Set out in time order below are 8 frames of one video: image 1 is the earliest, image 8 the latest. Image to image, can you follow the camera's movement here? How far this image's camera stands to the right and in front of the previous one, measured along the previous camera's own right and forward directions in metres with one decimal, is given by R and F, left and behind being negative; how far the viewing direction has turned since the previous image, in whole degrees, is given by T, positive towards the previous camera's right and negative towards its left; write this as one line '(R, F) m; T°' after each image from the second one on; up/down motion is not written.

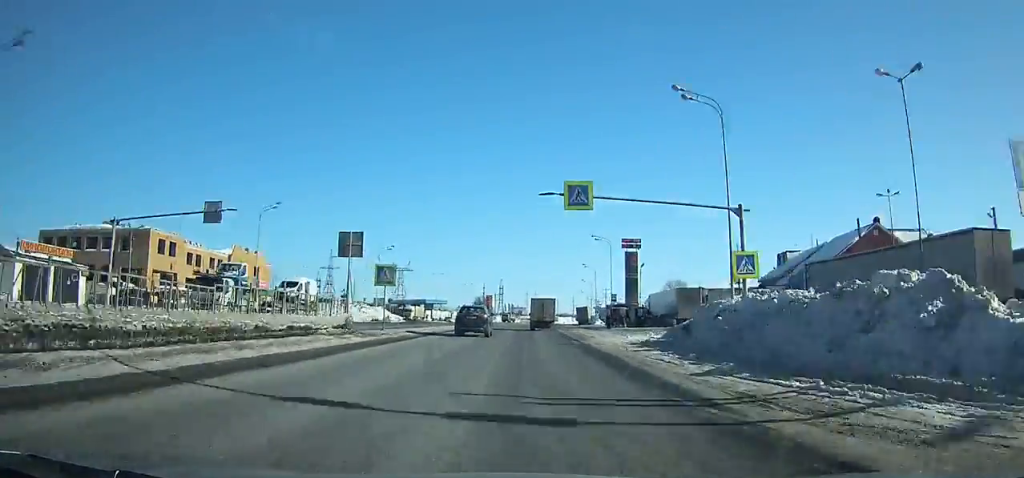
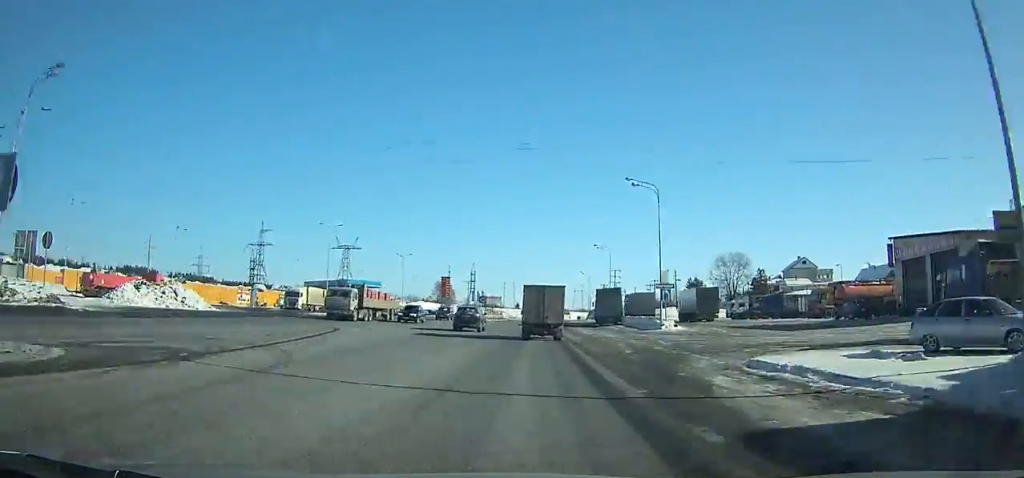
(+1.3, +71.1) m; +2°
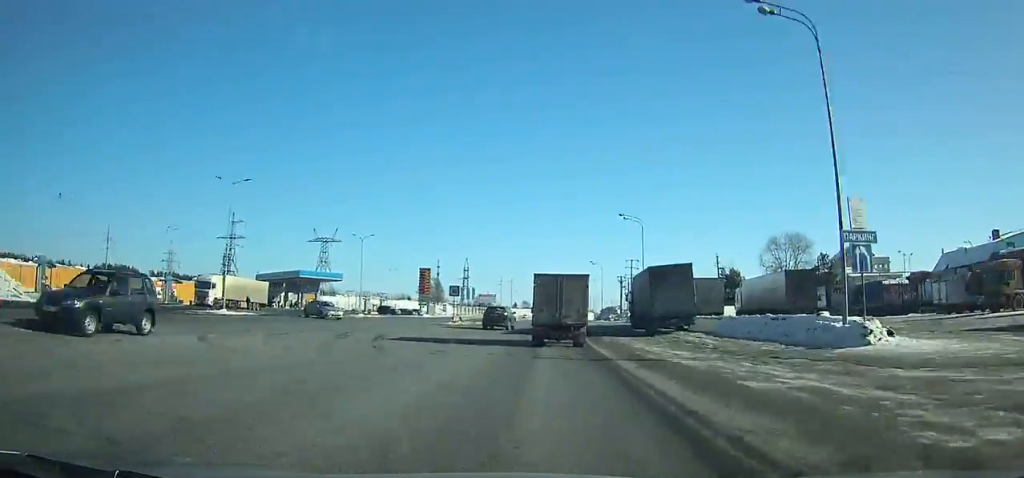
(+0.1, +28.1) m; +1°
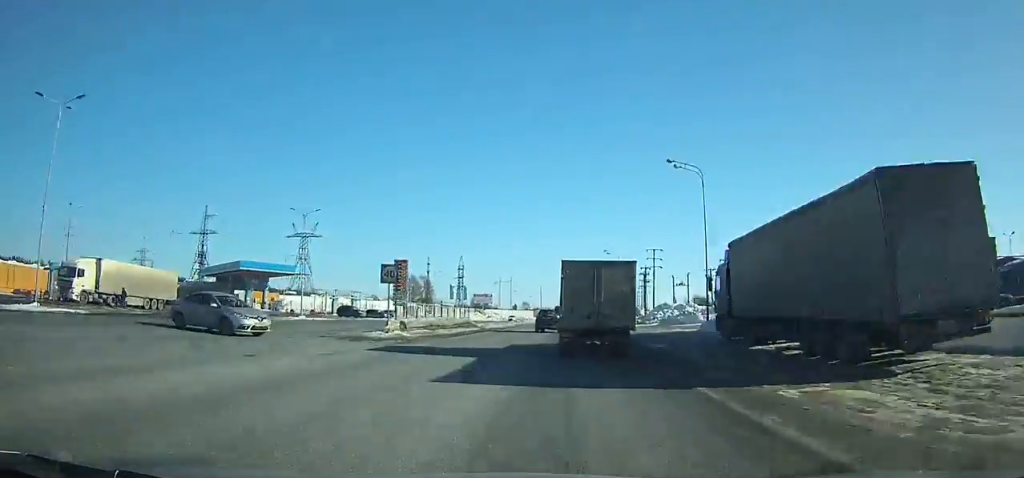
(+0.1, +23.3) m; 0°
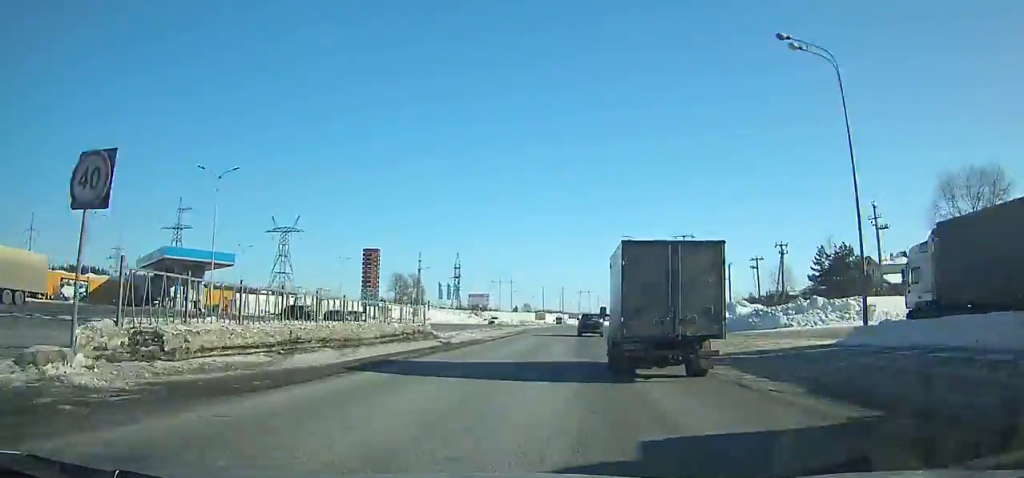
(+0.1, +19.8) m; +1°
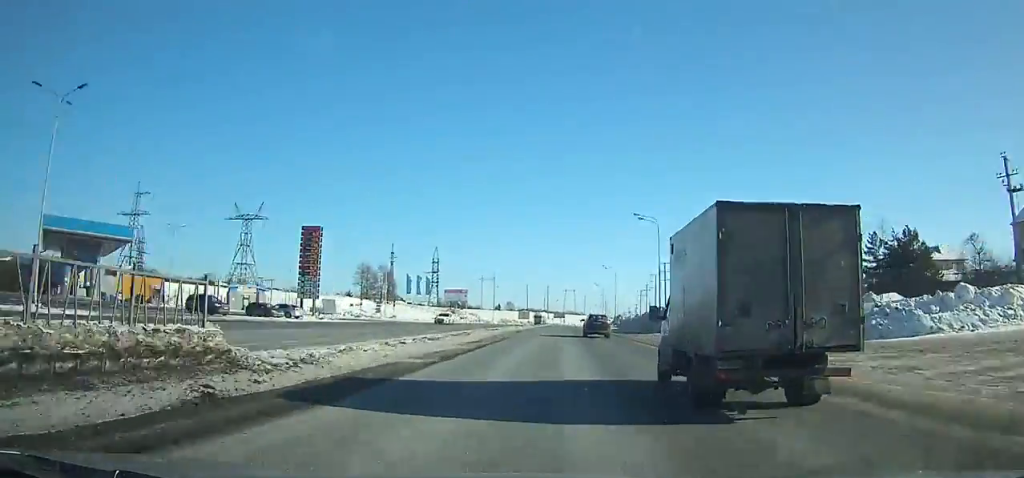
(-0.2, +17.2) m; +1°
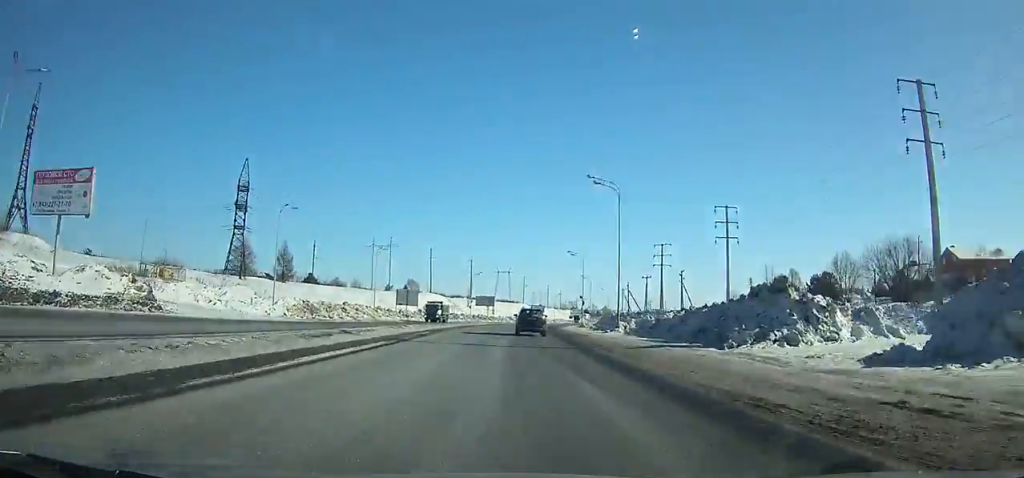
(+7.2, +115.2) m; +6°
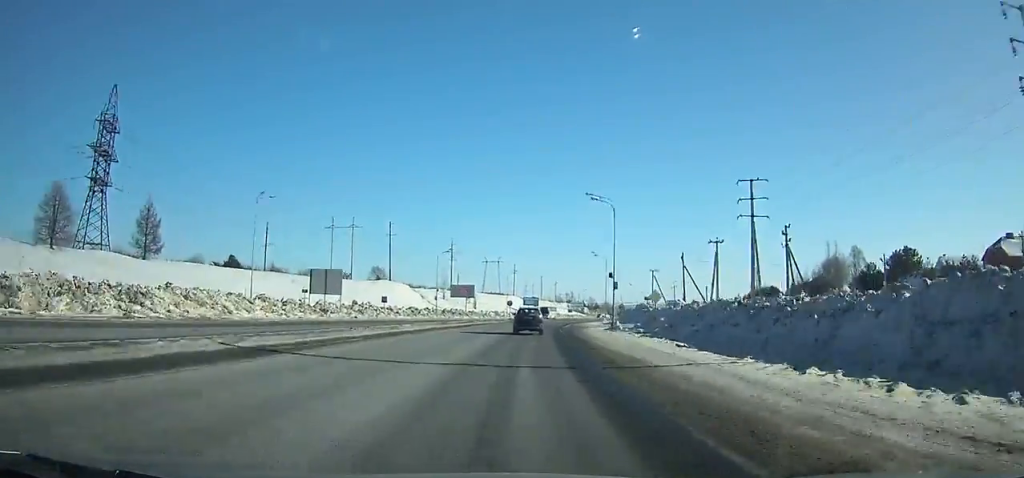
(+0.2, +42.6) m; +1°
